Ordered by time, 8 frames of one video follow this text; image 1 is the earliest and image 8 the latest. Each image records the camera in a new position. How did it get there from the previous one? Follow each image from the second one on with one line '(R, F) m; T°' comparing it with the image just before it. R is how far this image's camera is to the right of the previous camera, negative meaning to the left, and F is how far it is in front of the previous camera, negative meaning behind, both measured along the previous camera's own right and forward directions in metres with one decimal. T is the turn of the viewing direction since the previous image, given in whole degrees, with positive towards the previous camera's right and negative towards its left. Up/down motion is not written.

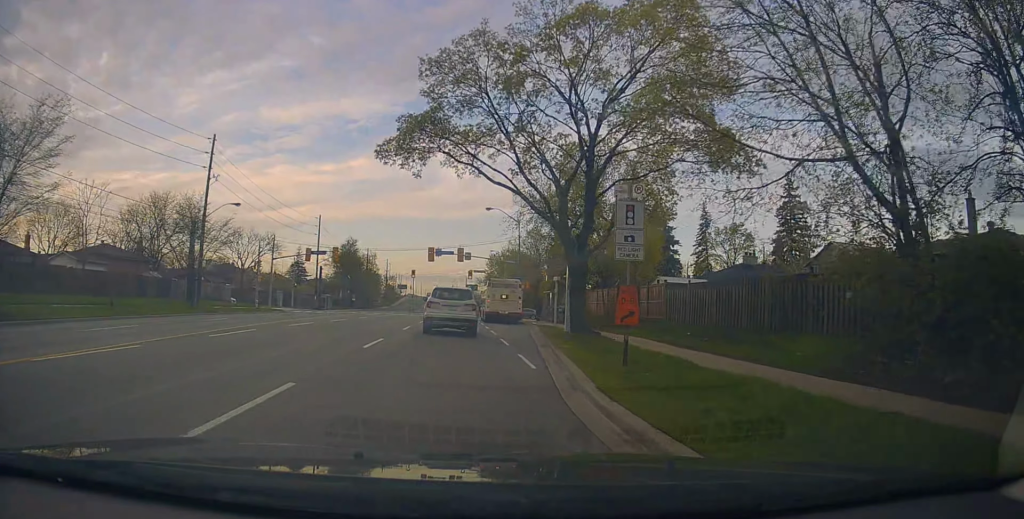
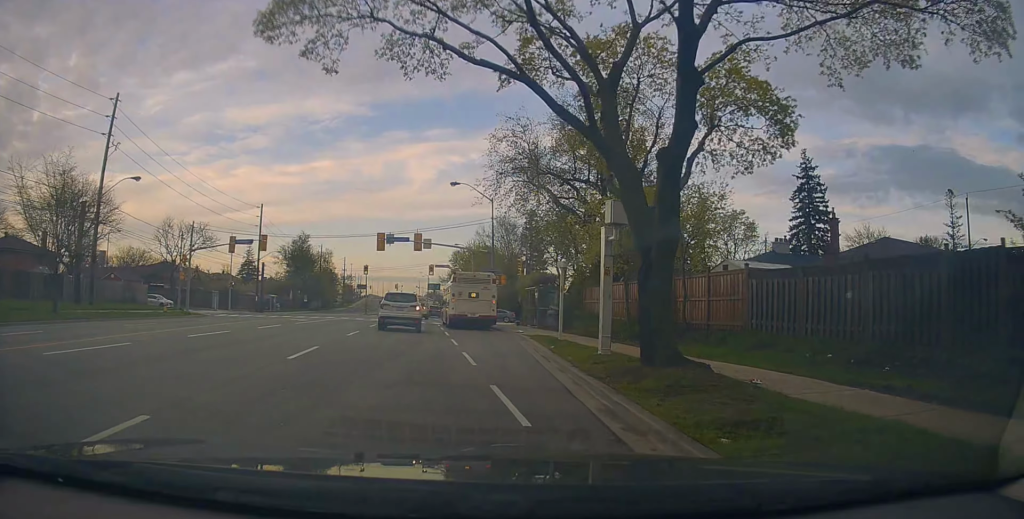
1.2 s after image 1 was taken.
(+0.3, +12.0) m; +1°
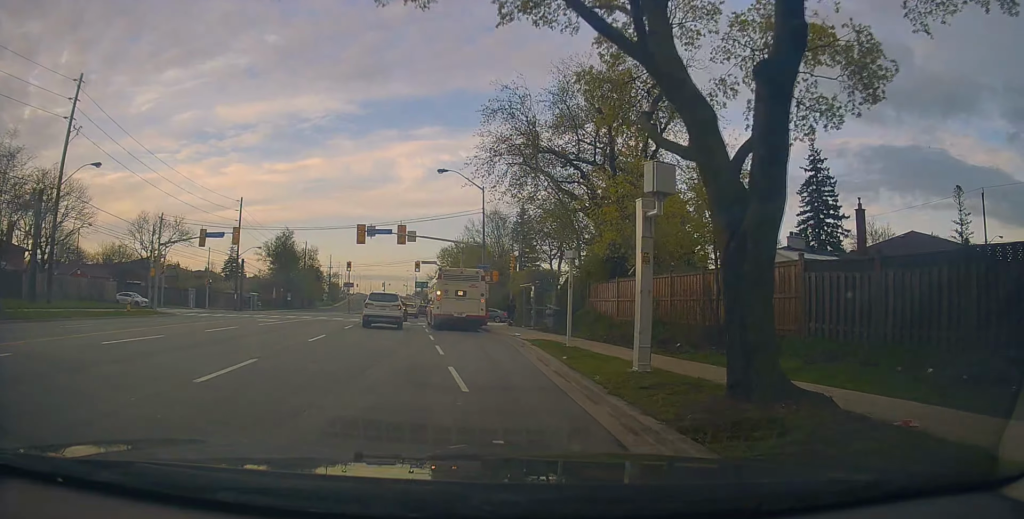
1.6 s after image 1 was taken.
(0.0, +3.9) m; +1°
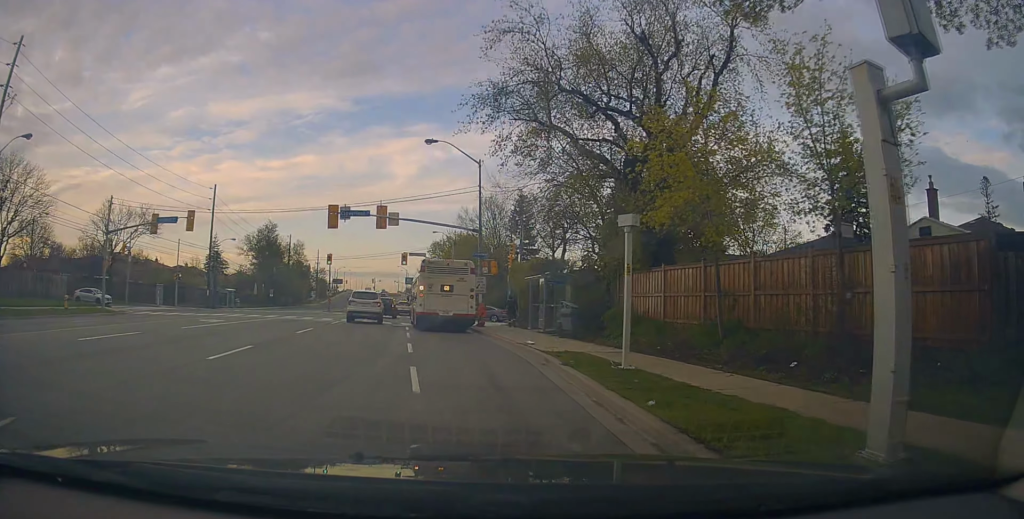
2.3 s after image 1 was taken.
(-0.1, +6.4) m; +1°
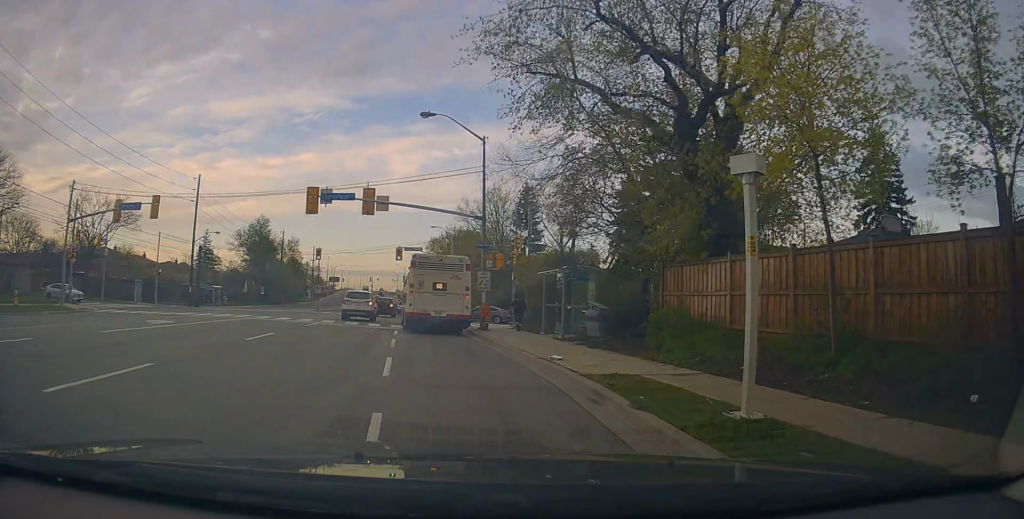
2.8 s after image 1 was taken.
(+0.2, +4.7) m; +1°
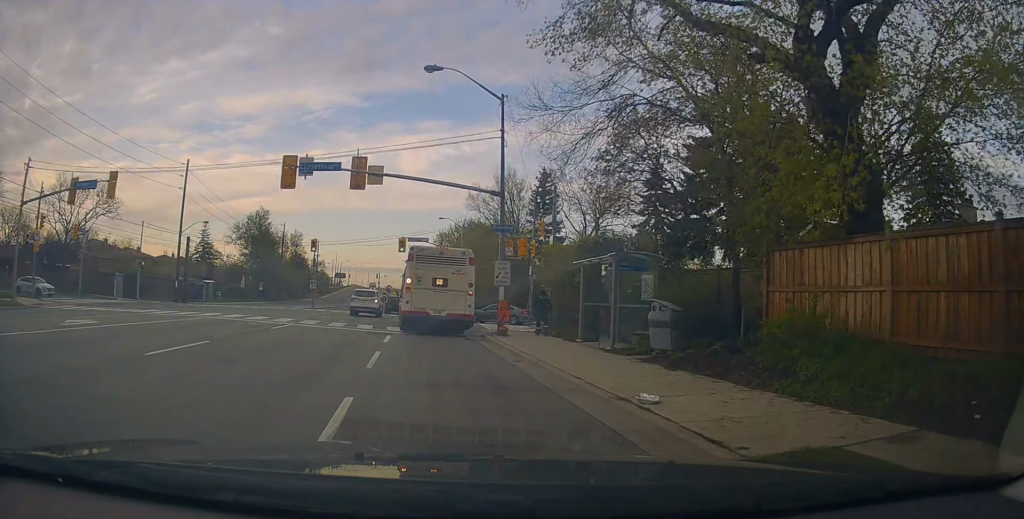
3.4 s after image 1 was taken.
(+0.1, +5.4) m; 0°
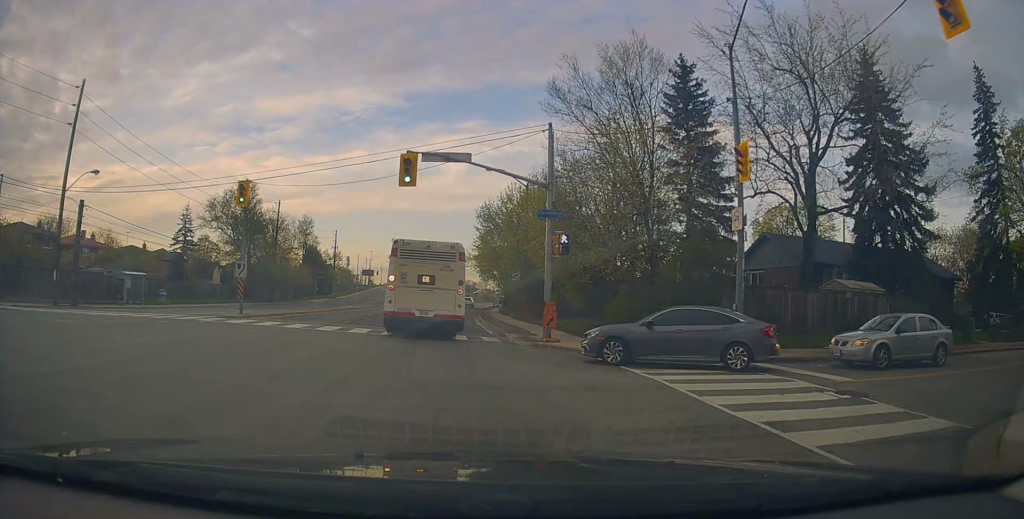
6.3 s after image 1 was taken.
(-1.2, +25.6) m; -4°
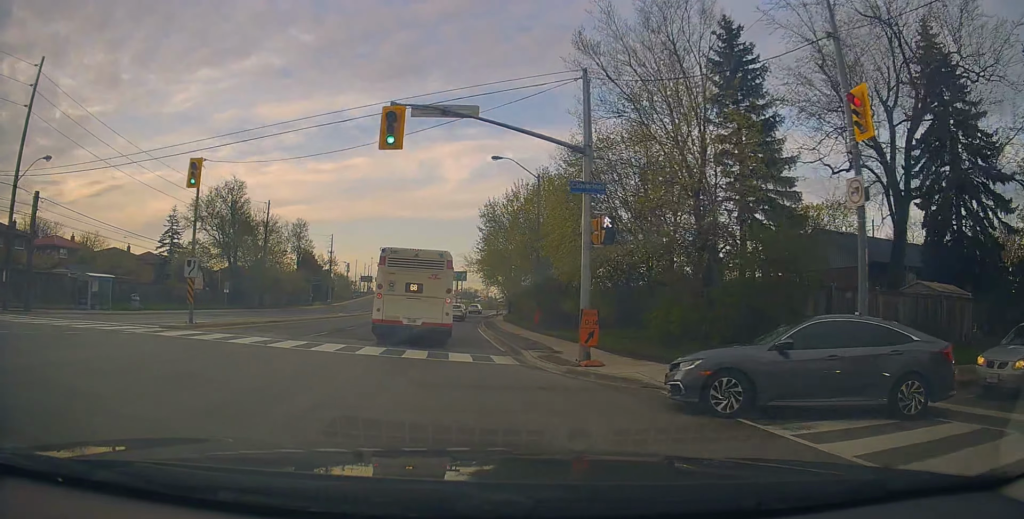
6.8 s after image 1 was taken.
(0.0, +5.1) m; 0°
